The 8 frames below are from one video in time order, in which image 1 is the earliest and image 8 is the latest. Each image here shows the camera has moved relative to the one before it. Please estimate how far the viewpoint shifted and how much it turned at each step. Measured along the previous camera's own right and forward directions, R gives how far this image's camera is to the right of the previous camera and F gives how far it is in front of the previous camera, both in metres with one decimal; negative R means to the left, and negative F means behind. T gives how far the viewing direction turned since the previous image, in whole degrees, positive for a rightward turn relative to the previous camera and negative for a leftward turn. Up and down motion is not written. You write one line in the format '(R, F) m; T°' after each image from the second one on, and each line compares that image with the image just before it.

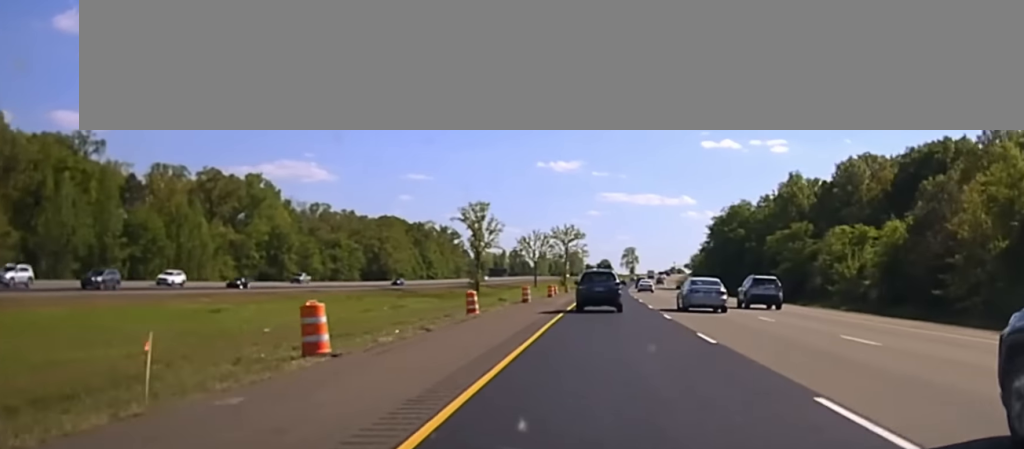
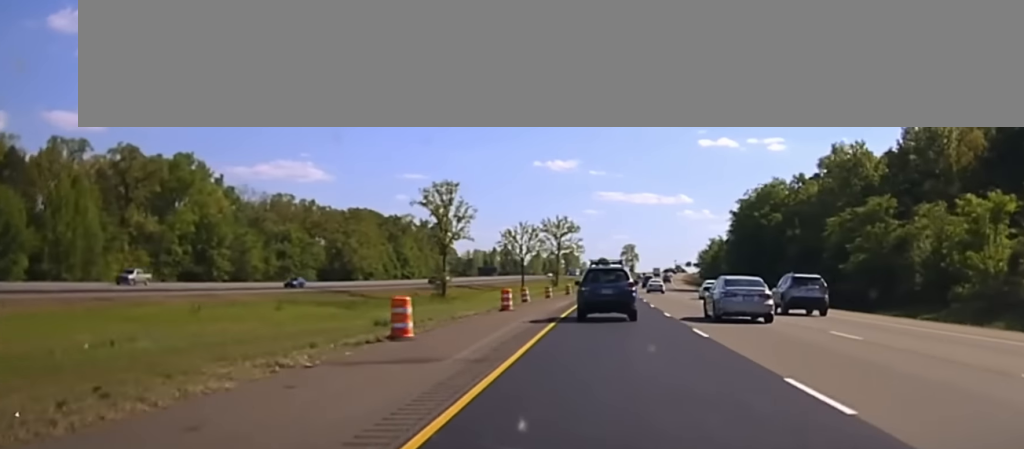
(+0.3, +35.2) m; 0°
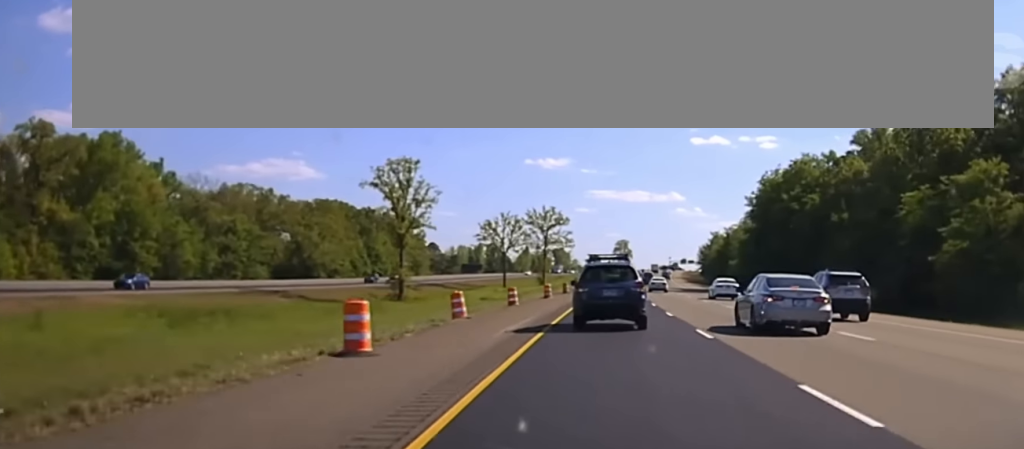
(0.0, +26.0) m; 0°
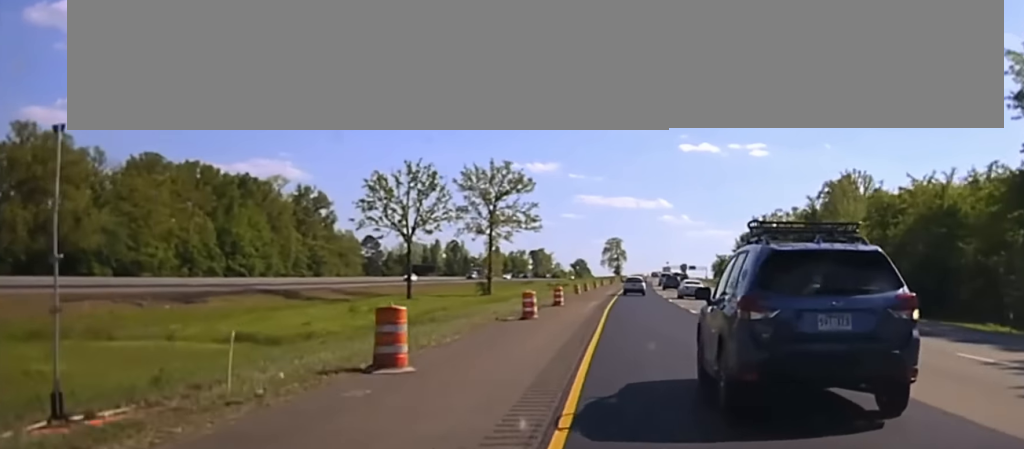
(+0.1, +95.8) m; 0°
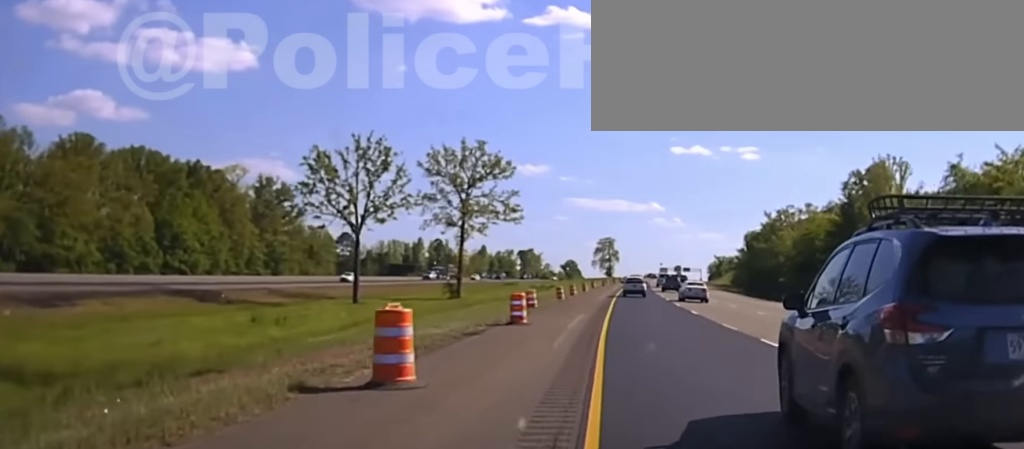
(0.0, +21.2) m; 0°
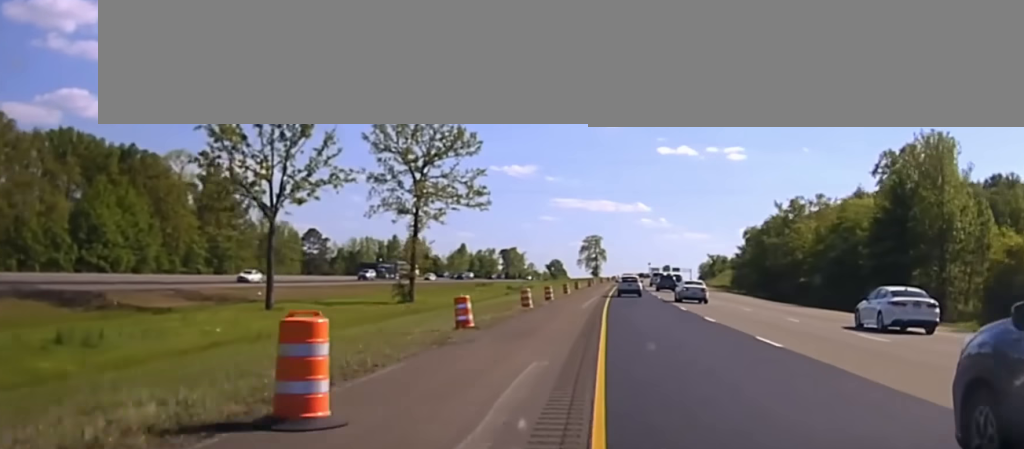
(0.0, +22.7) m; 0°
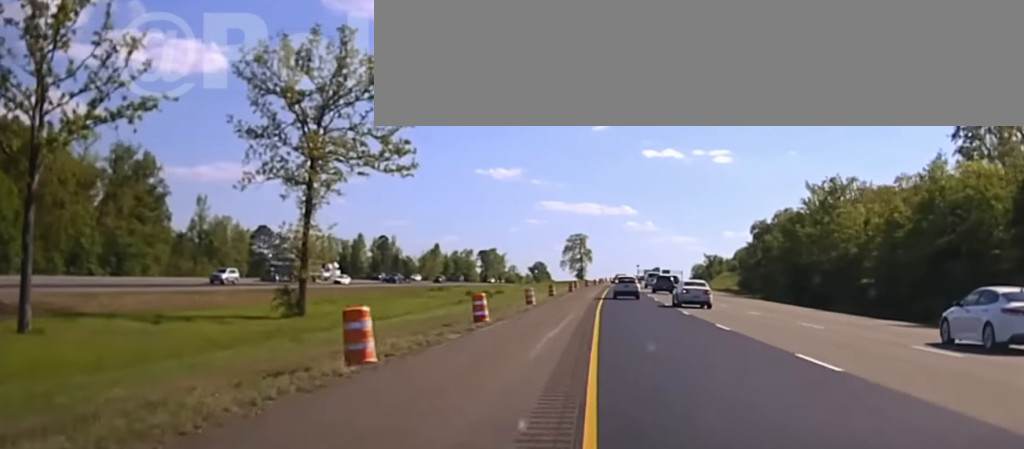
(+0.1, +30.3) m; +1°
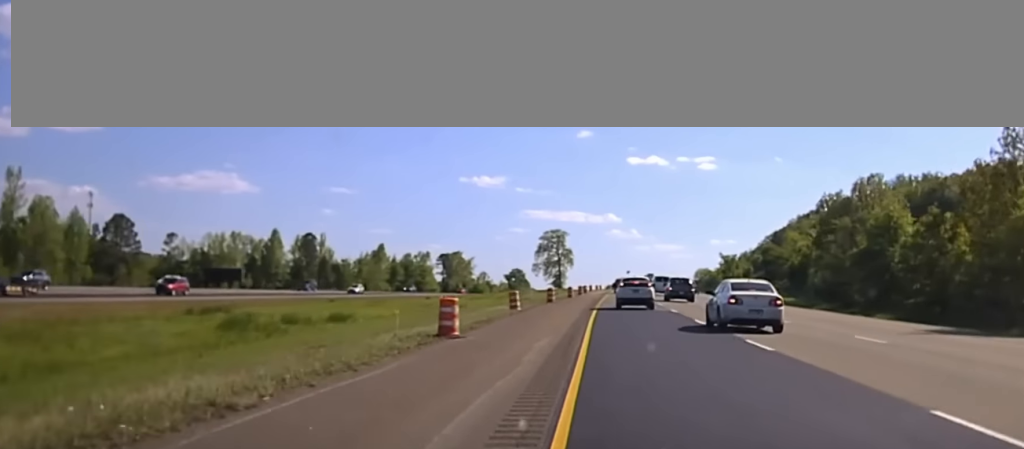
(+1.6, +73.0) m; +2°
